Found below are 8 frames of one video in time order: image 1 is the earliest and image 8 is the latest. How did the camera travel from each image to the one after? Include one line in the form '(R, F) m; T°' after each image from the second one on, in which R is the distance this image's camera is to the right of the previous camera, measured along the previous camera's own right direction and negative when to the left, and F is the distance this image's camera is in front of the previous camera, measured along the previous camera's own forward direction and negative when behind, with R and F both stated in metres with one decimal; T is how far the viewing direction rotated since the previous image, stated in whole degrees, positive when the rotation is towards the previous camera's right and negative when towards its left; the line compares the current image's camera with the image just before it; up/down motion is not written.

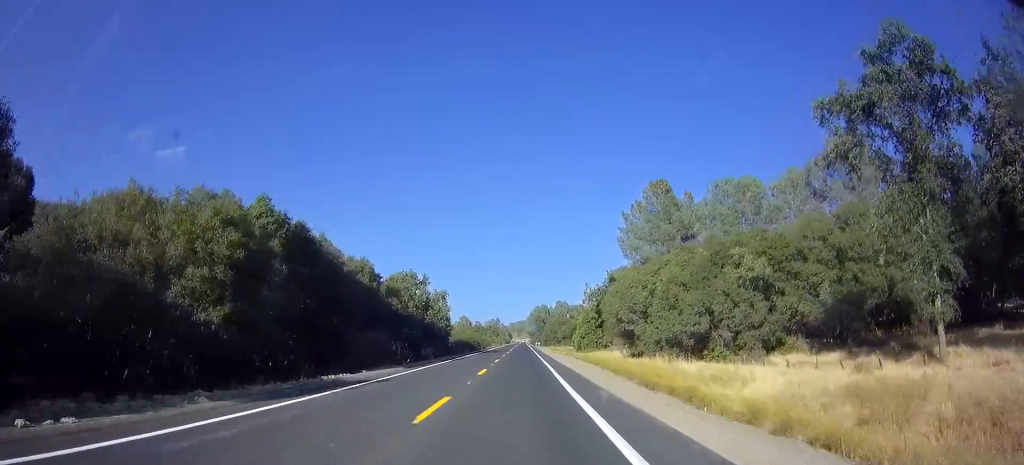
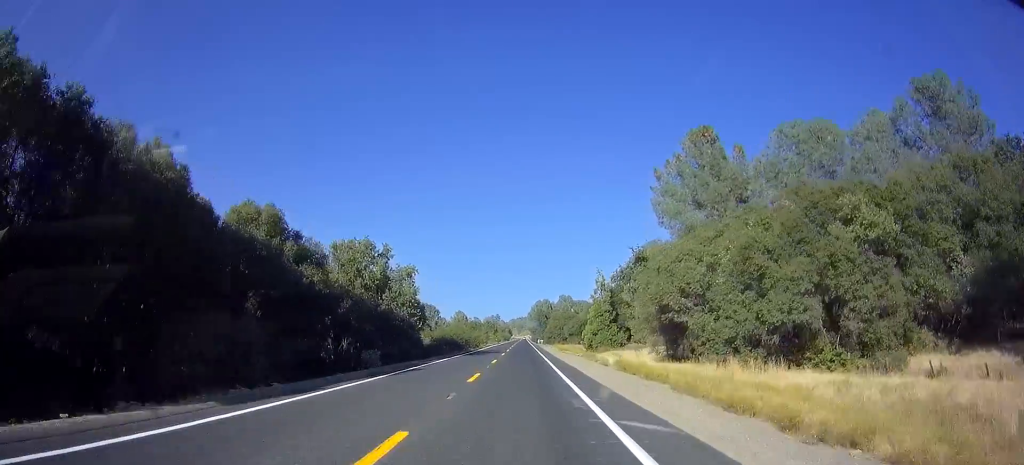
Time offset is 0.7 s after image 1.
(+0.1, +19.8) m; 0°
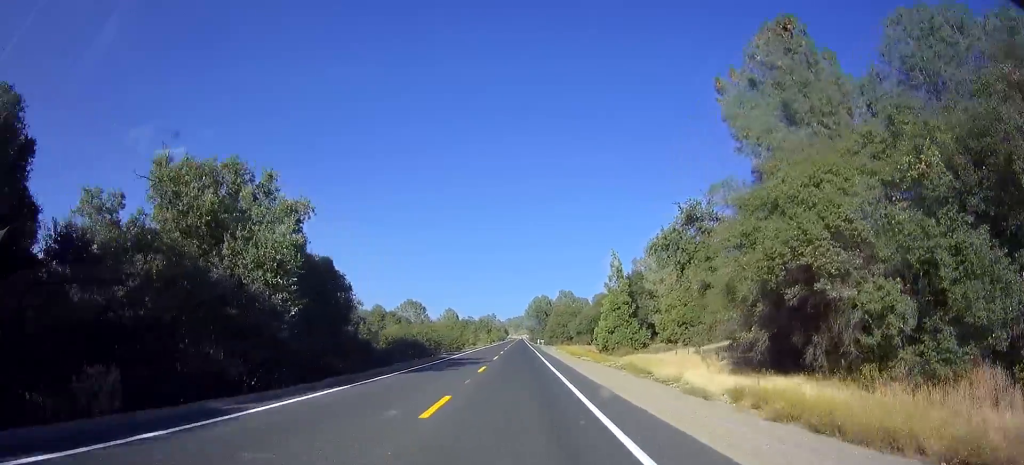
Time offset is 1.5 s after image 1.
(+0.2, +22.7) m; 0°
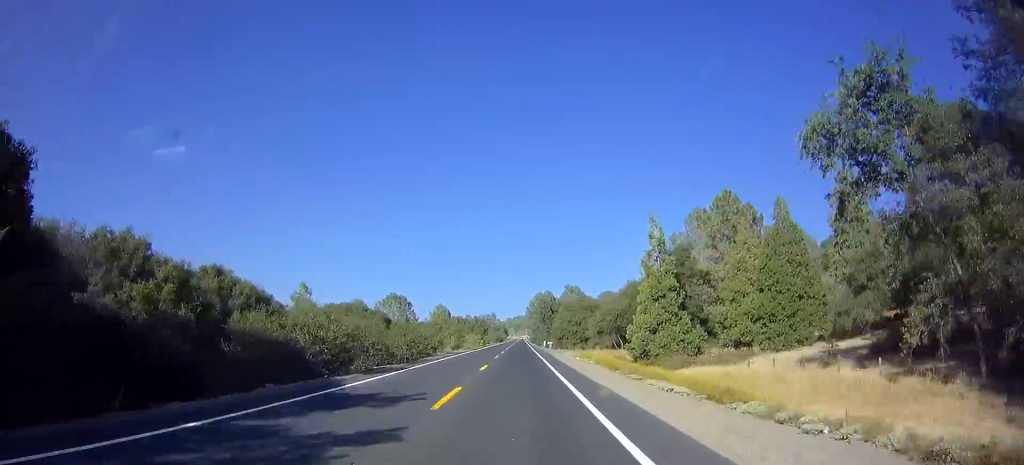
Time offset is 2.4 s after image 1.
(-0.3, +26.7) m; 0°
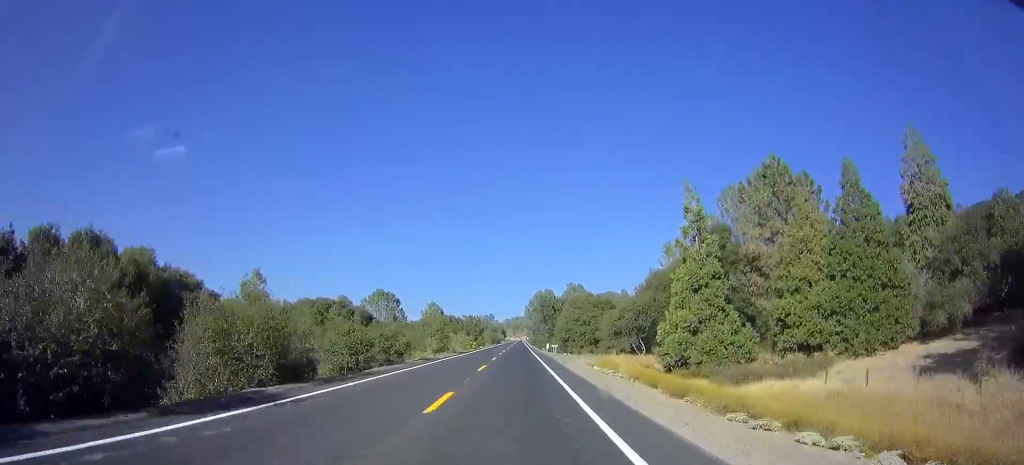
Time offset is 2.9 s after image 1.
(0.0, +14.5) m; 0°
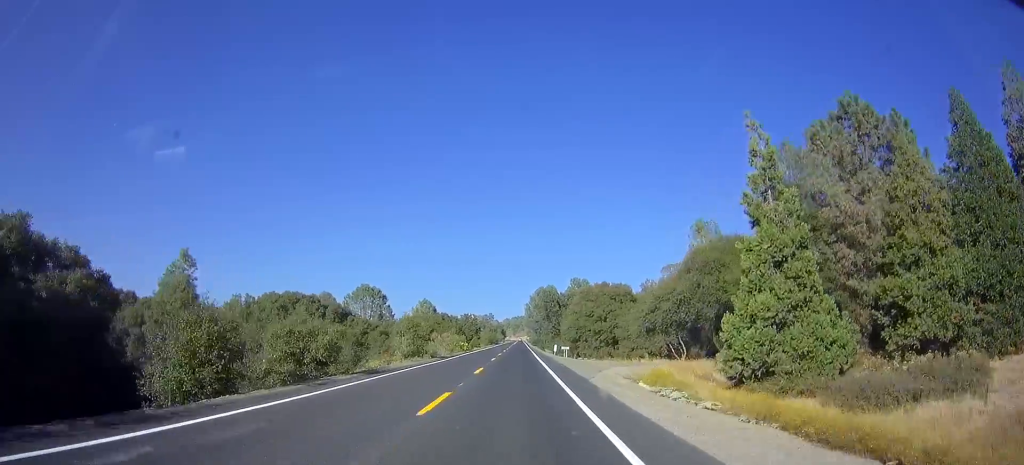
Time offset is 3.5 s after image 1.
(0.0, +15.4) m; 0°
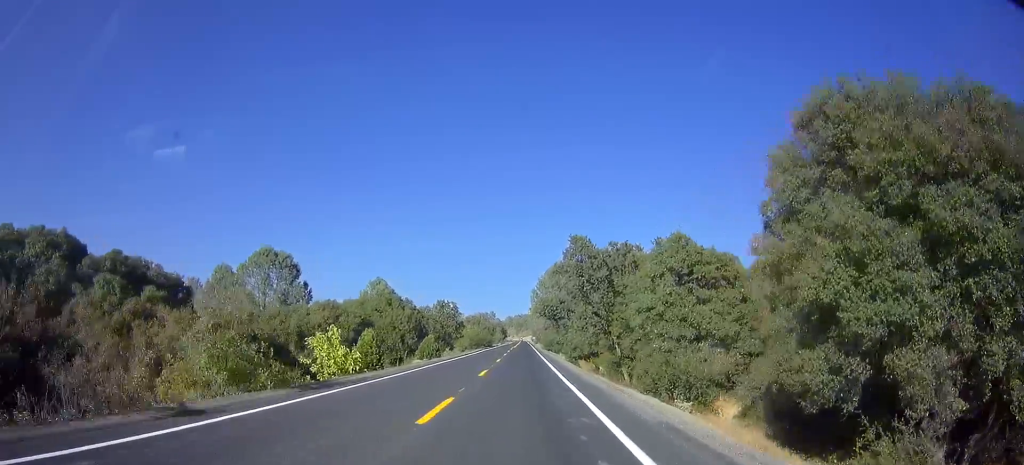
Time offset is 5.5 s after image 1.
(-0.1, +58.4) m; 0°
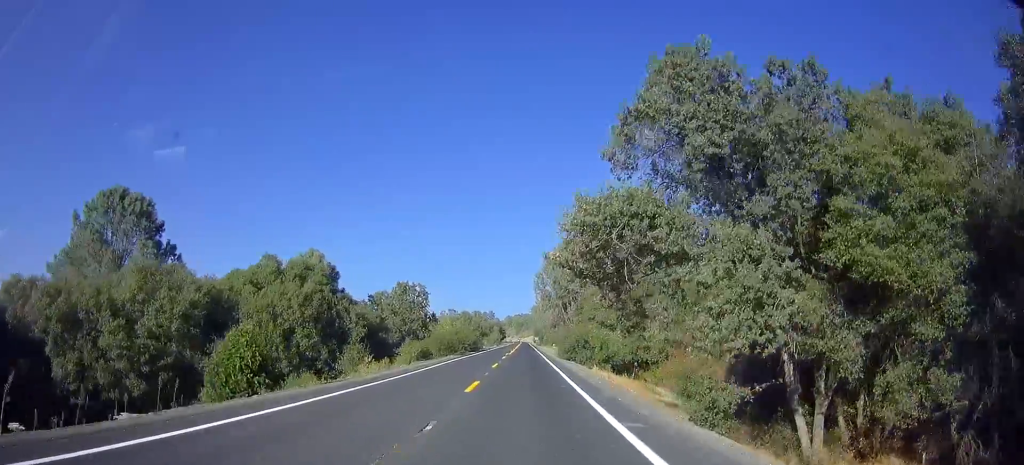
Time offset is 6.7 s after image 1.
(-0.2, +36.0) m; -1°
